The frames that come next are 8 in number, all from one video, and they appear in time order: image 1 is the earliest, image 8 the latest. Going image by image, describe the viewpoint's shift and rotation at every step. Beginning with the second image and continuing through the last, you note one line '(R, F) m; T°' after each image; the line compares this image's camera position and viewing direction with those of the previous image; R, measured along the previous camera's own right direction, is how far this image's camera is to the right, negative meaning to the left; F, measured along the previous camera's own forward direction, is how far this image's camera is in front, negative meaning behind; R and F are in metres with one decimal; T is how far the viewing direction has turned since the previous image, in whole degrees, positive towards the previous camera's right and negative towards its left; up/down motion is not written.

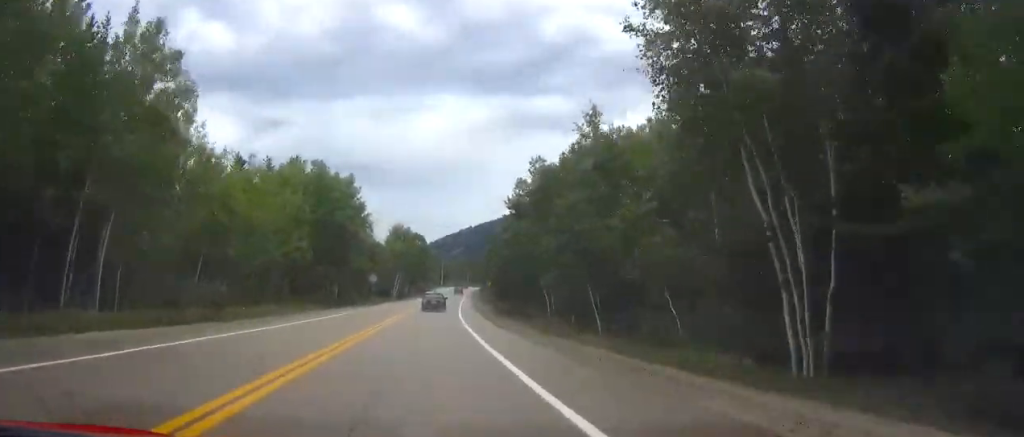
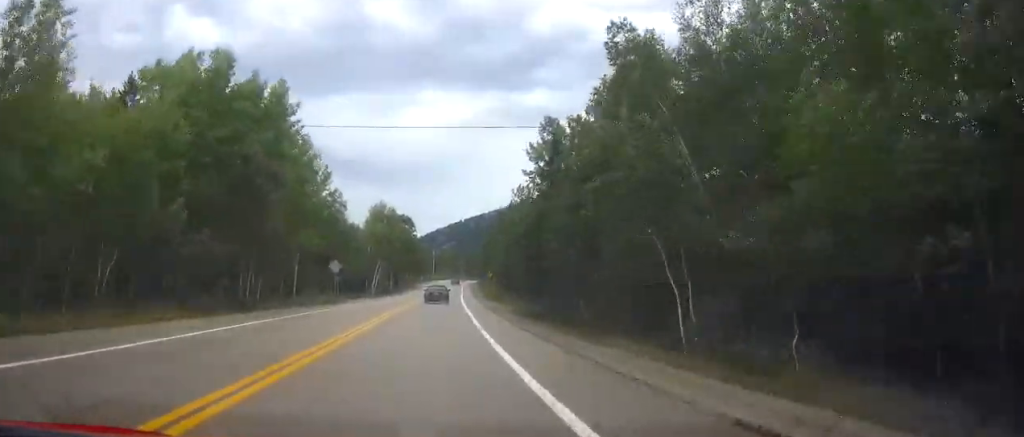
(+0.4, +26.9) m; +1°
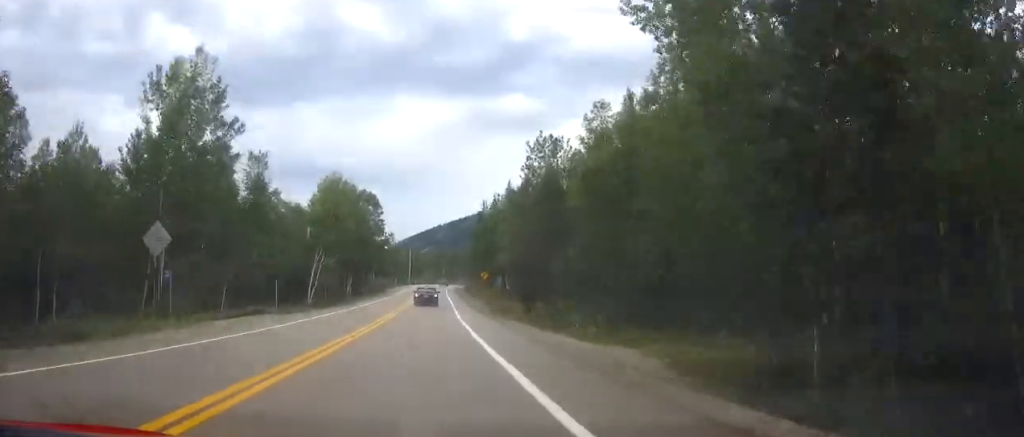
(0.0, +36.7) m; 0°
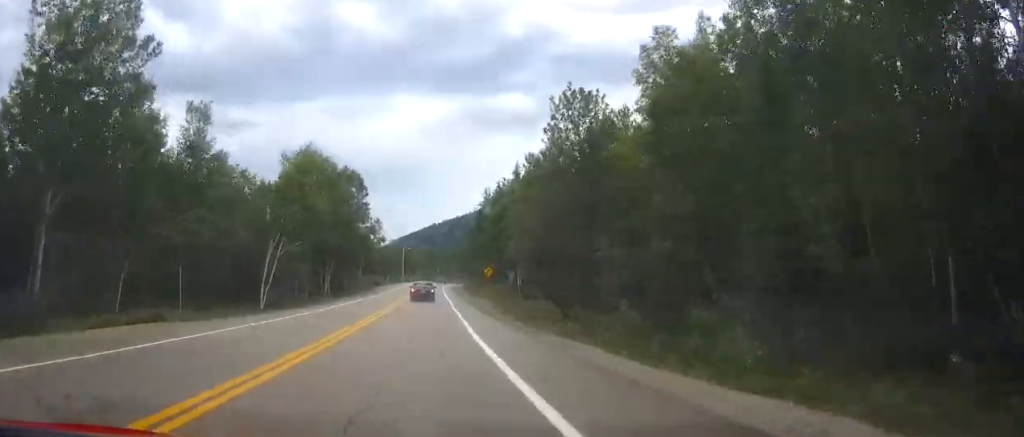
(0.0, +15.5) m; 0°
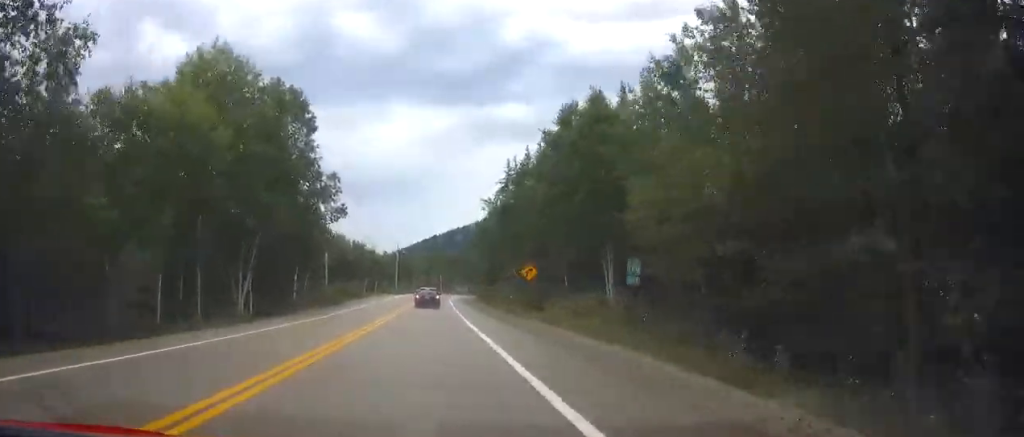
(0.0, +34.3) m; 0°
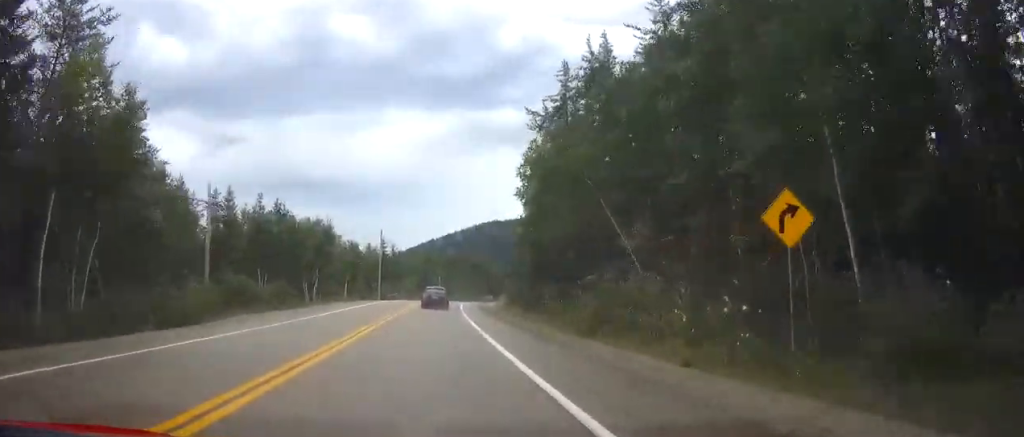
(0.0, +37.5) m; 0°
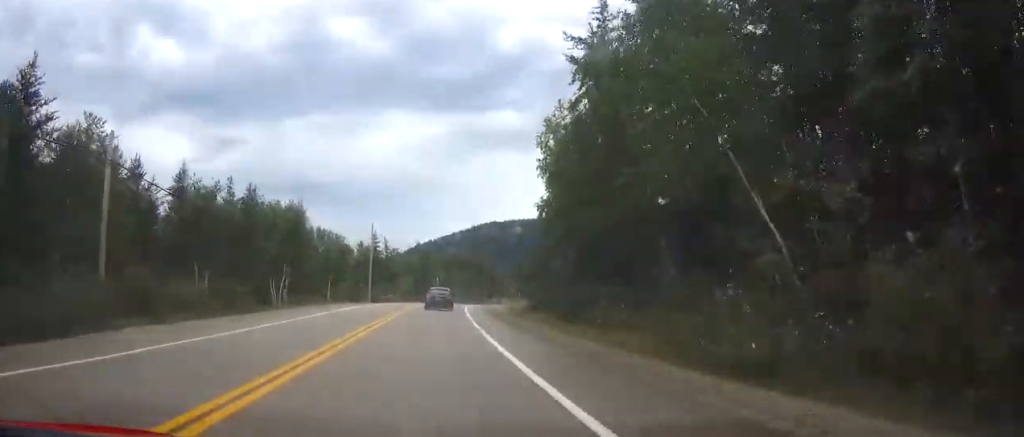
(0.0, +11.5) m; 0°
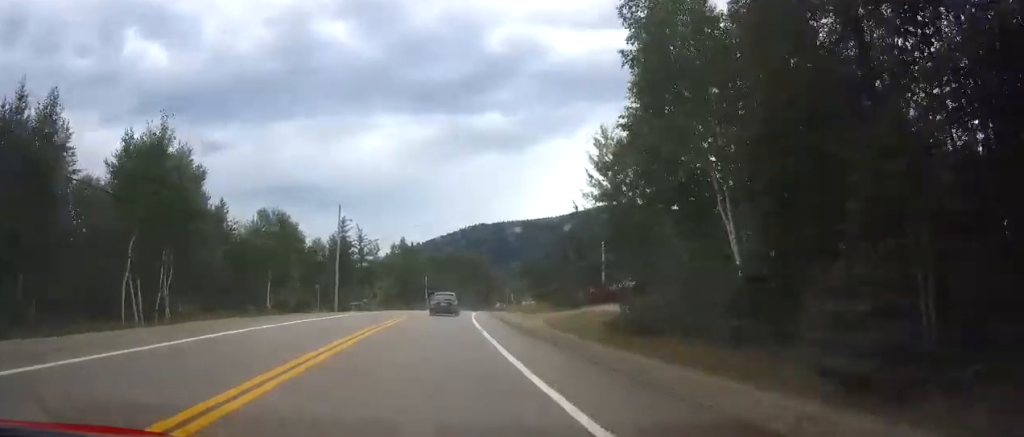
(0.0, +22.0) m; +1°
